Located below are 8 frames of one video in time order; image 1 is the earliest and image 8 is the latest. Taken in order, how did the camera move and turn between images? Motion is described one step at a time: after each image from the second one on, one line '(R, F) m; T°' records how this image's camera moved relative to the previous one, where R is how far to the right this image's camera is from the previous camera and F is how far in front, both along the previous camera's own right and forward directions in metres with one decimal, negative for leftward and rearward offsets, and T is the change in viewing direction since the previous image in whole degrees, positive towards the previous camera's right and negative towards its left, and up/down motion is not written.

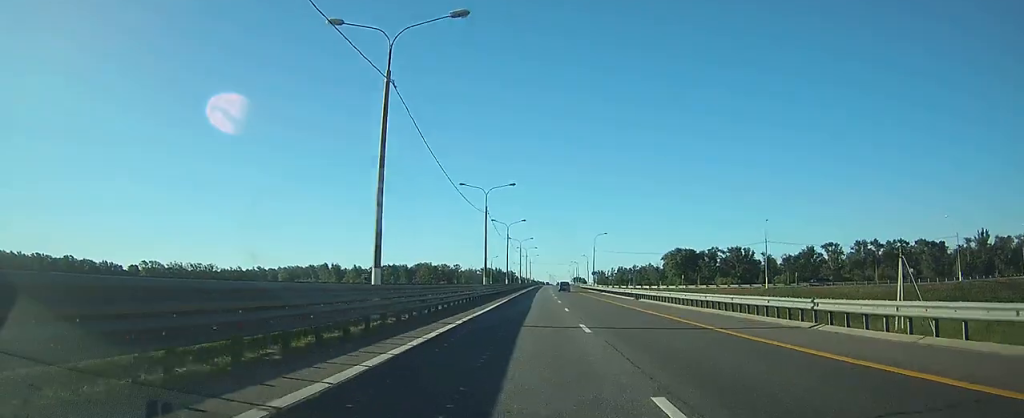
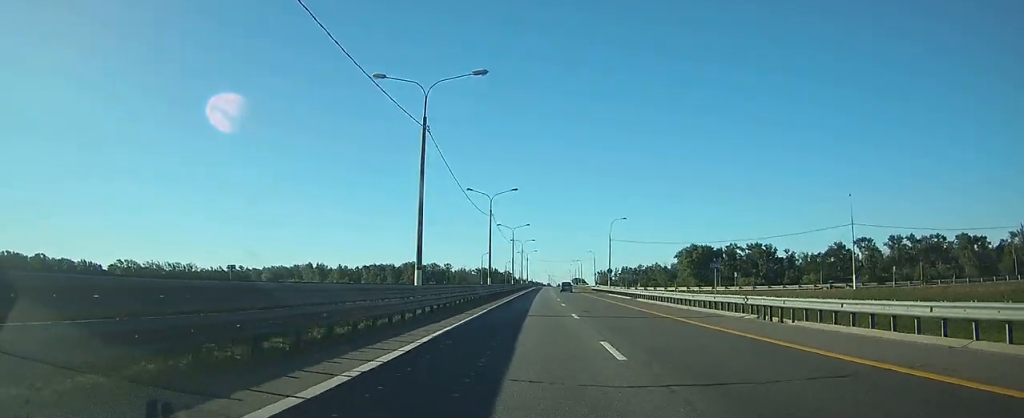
(0.0, +29.6) m; 0°
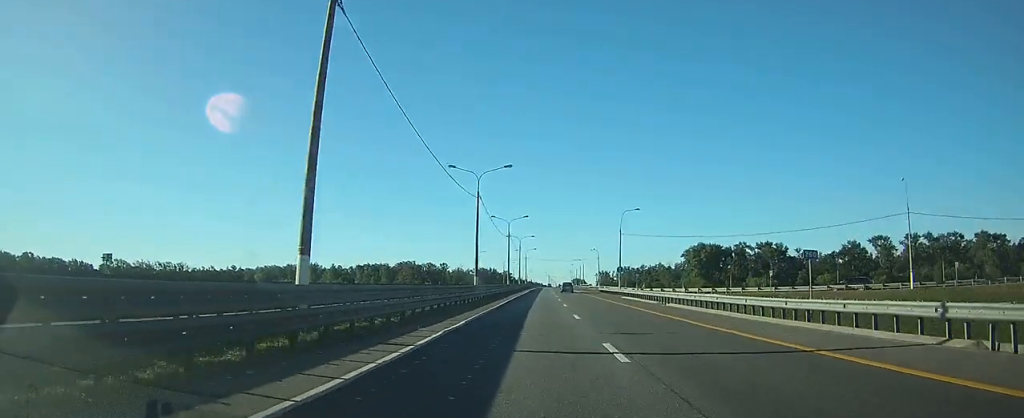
(0.0, +12.2) m; 0°
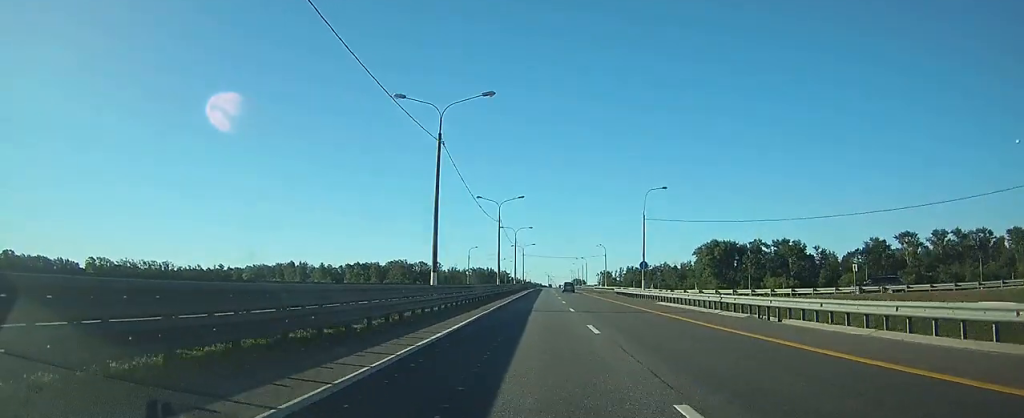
(0.0, +18.6) m; 0°
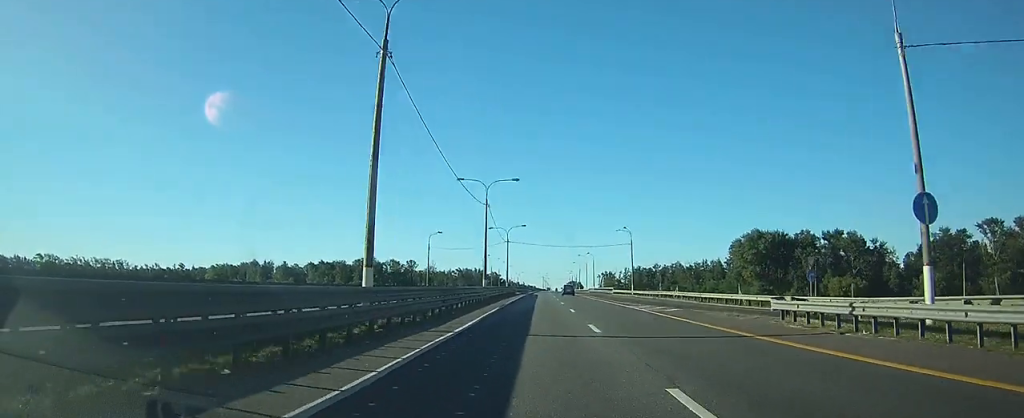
(+0.2, +47.0) m; 0°
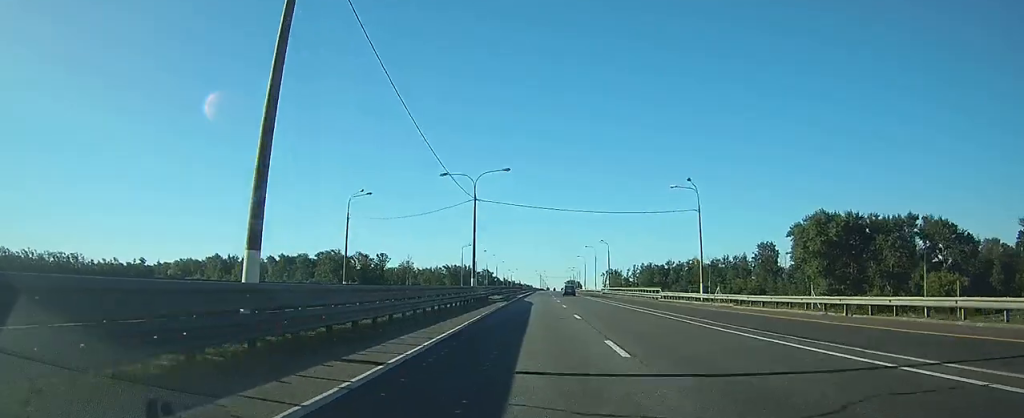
(0.0, +41.4) m; +1°
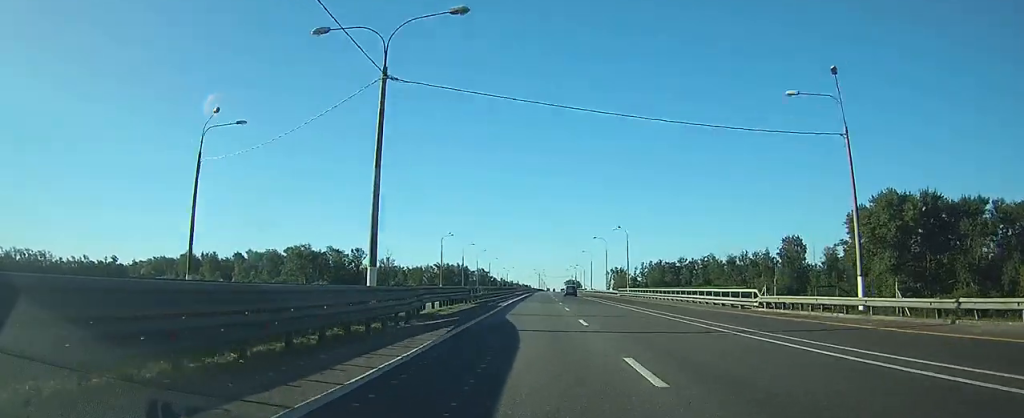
(+0.3, +26.9) m; +1°
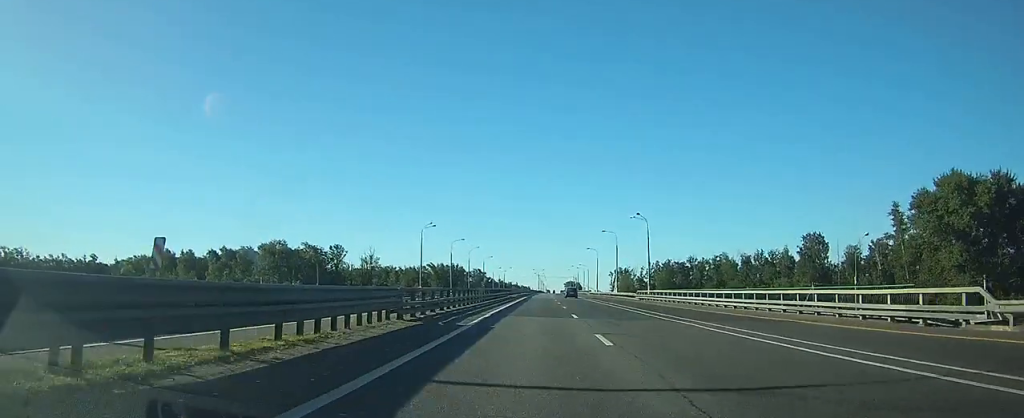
(0.0, +18.1) m; 0°
